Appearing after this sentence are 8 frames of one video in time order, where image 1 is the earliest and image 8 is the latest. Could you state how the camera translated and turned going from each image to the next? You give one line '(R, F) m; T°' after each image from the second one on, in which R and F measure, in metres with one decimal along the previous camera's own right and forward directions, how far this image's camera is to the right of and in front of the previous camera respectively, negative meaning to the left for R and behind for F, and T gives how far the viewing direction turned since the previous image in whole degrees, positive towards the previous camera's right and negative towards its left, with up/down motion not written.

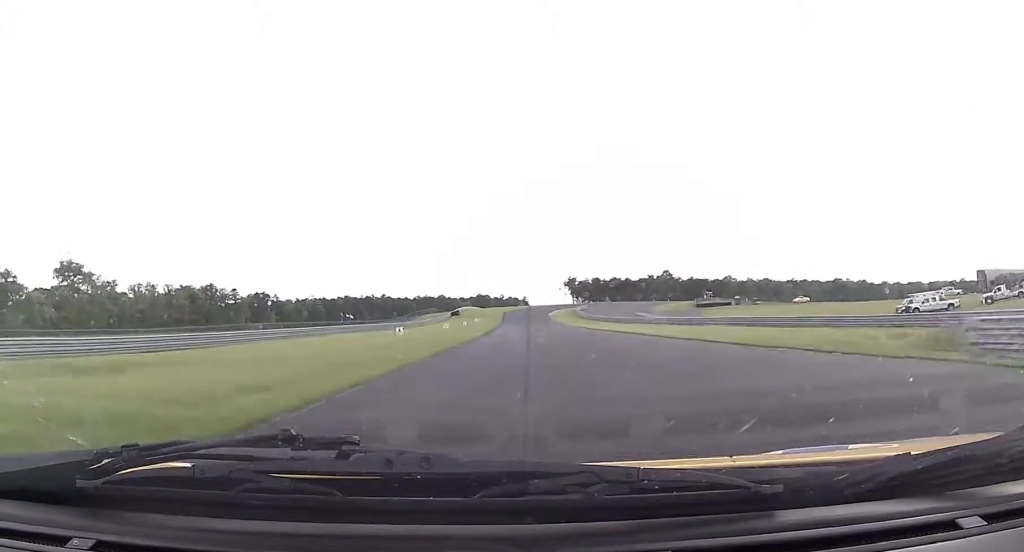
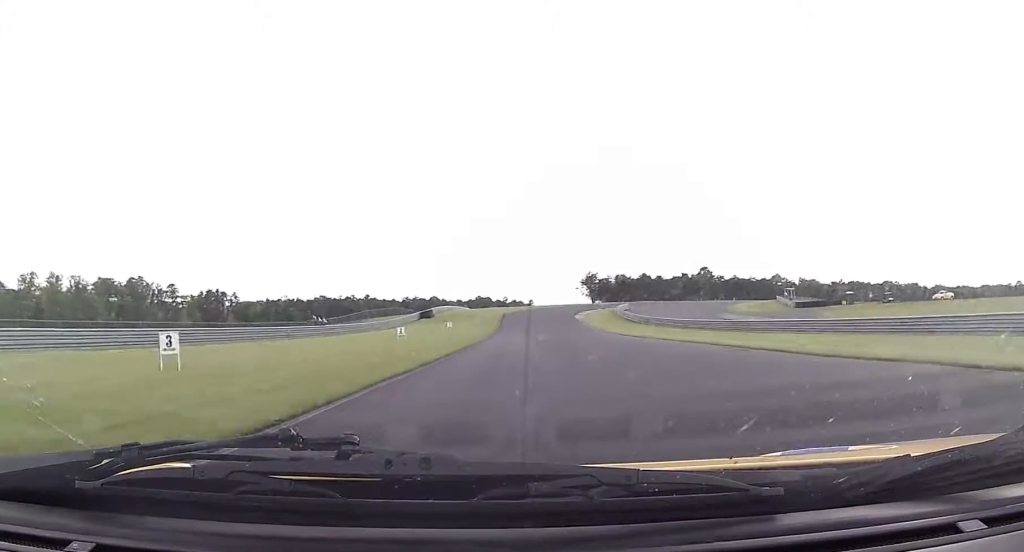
(-0.5, +66.1) m; 0°
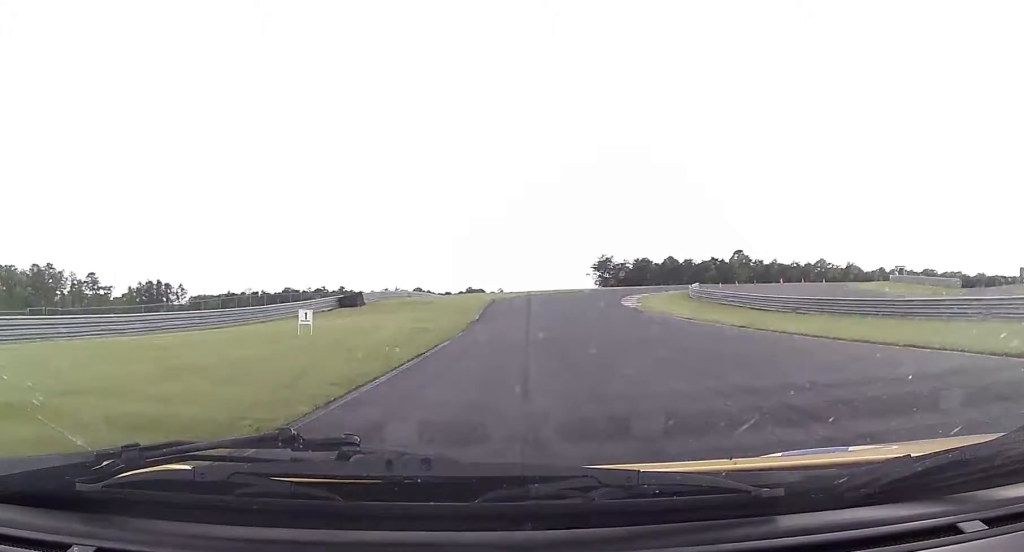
(+0.4, +51.9) m; +1°
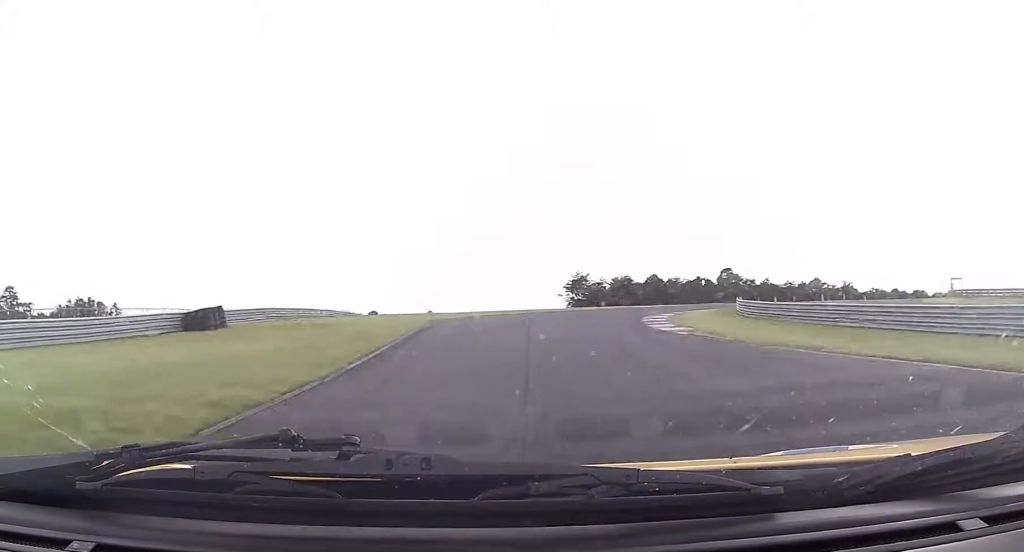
(-0.4, +26.7) m; +2°
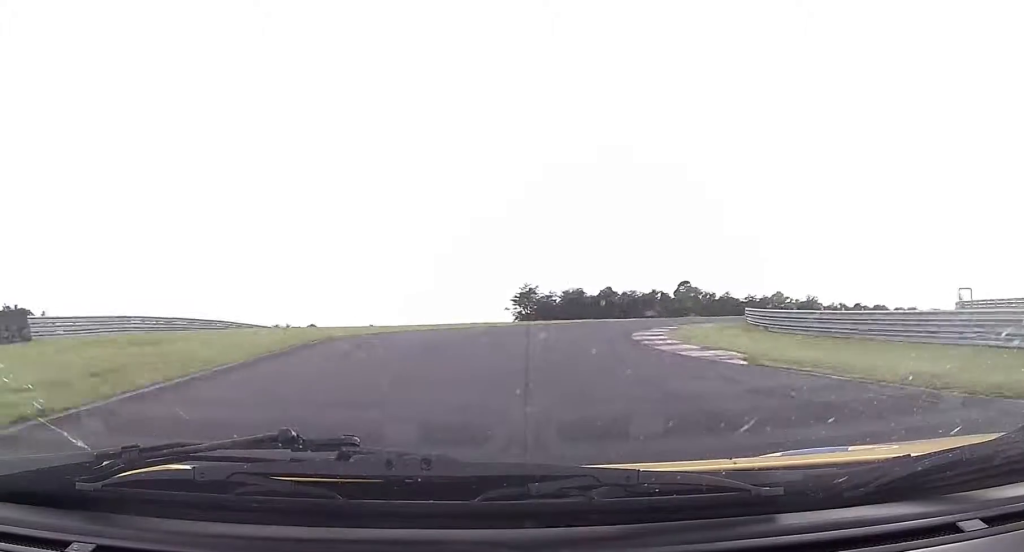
(+0.5, +13.4) m; +5°
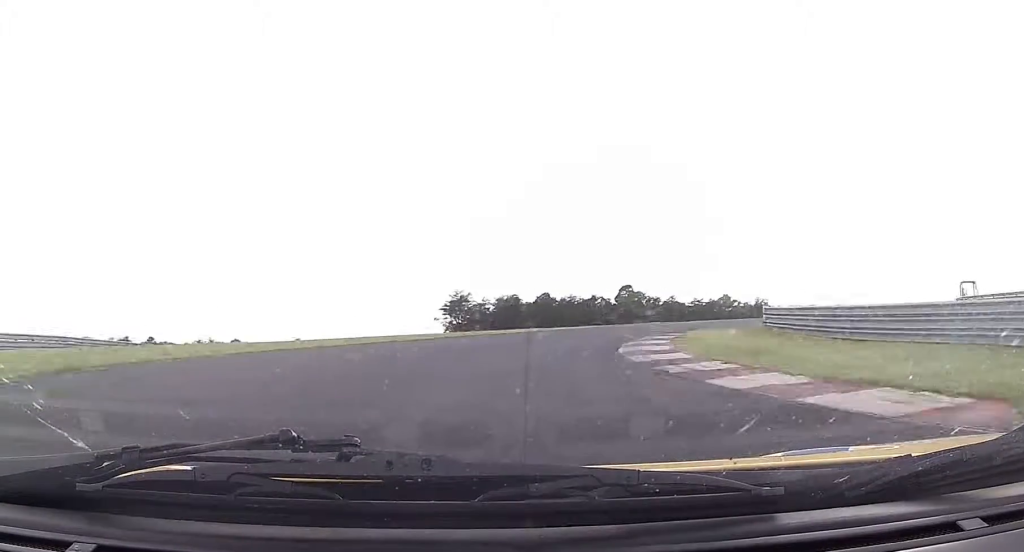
(-0.7, +13.4) m; +5°
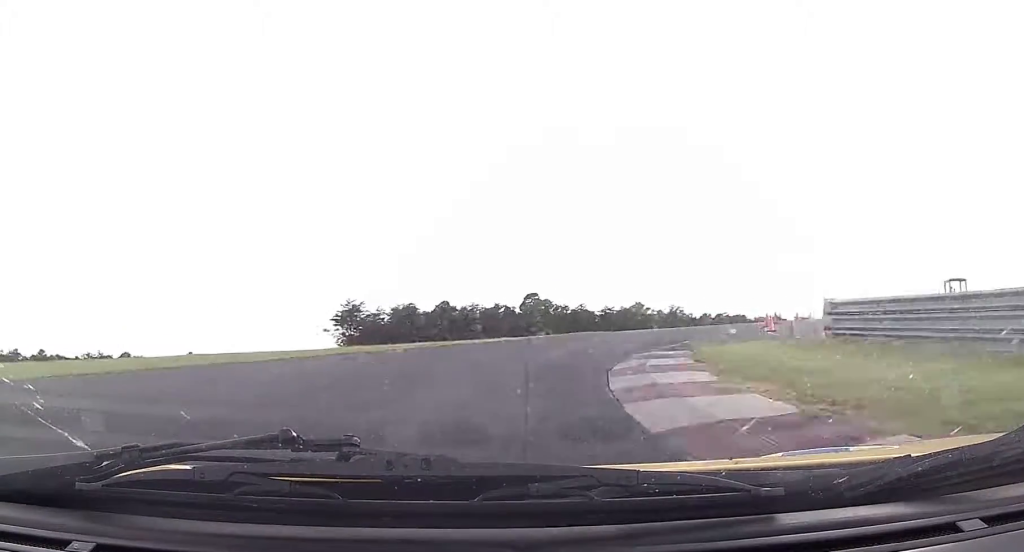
(+1.9, +13.2) m; +9°
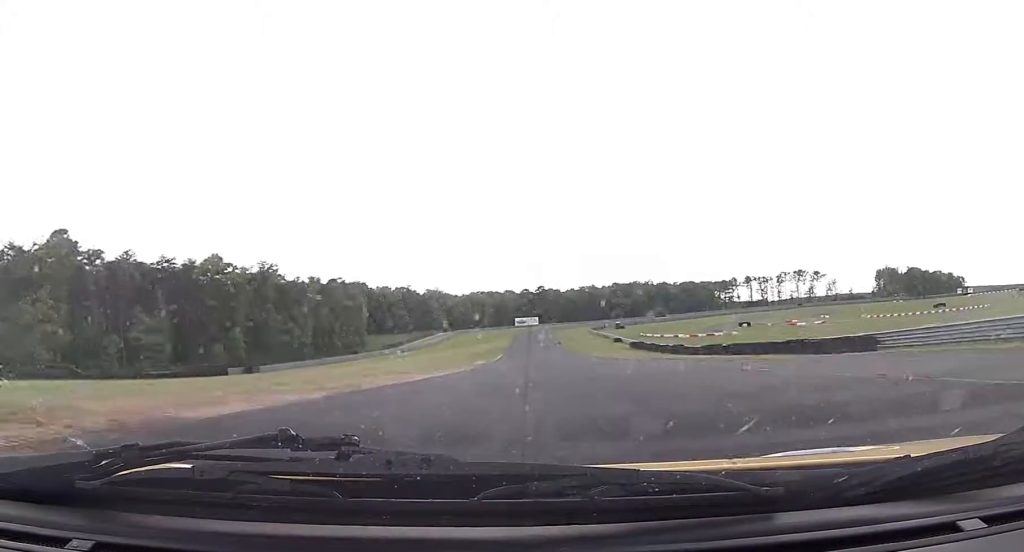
(+18.6, +58.1) m; +28°
